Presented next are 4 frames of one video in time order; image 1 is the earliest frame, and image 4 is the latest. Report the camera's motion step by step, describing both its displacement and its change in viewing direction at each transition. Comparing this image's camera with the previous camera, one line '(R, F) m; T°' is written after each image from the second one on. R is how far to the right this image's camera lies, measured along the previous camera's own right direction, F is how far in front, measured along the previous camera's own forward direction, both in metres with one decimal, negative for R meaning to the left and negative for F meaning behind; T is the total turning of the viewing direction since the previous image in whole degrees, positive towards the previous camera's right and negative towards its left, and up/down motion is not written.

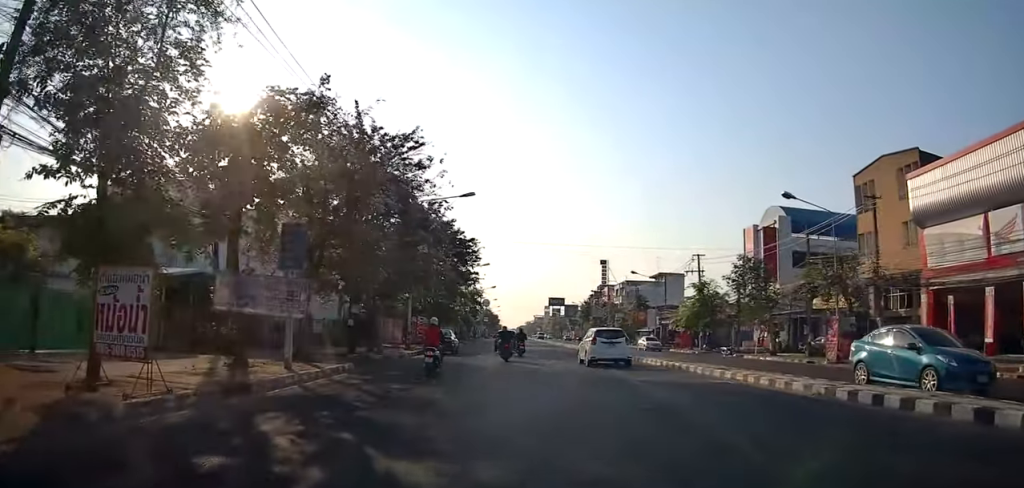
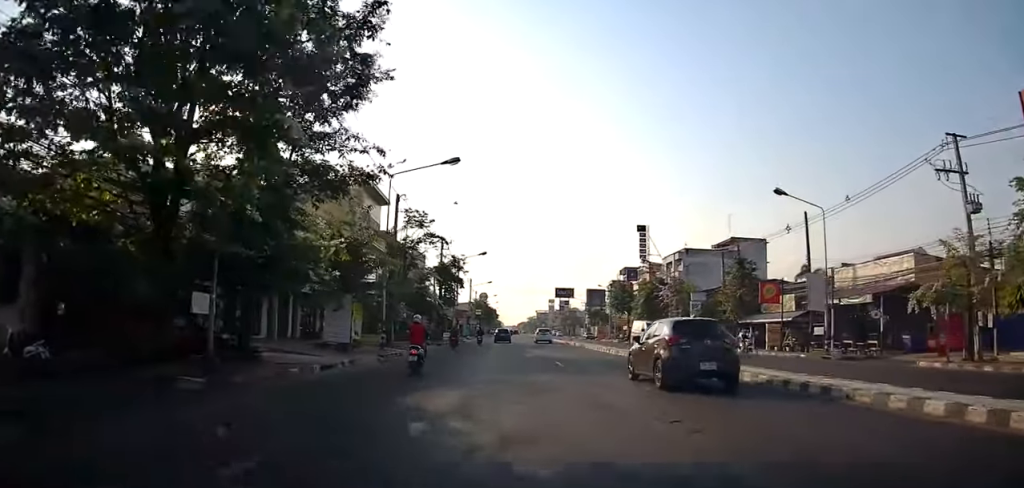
(+0.1, +40.8) m; 0°
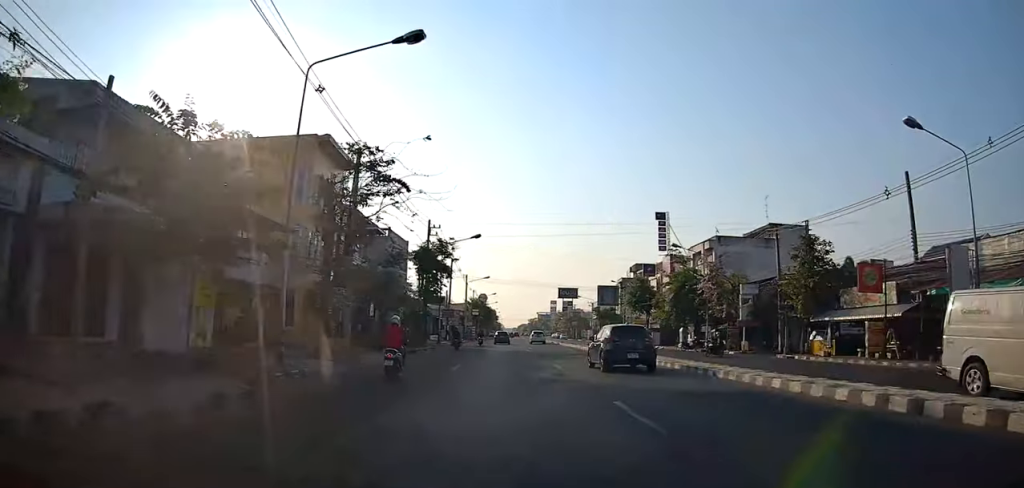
(-0.1, +12.6) m; +1°
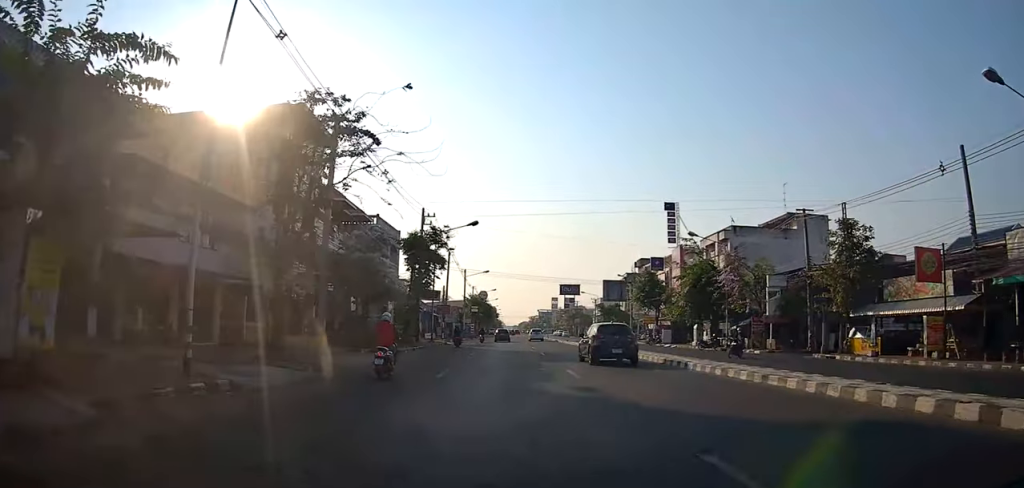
(+0.2, +4.7) m; 0°
